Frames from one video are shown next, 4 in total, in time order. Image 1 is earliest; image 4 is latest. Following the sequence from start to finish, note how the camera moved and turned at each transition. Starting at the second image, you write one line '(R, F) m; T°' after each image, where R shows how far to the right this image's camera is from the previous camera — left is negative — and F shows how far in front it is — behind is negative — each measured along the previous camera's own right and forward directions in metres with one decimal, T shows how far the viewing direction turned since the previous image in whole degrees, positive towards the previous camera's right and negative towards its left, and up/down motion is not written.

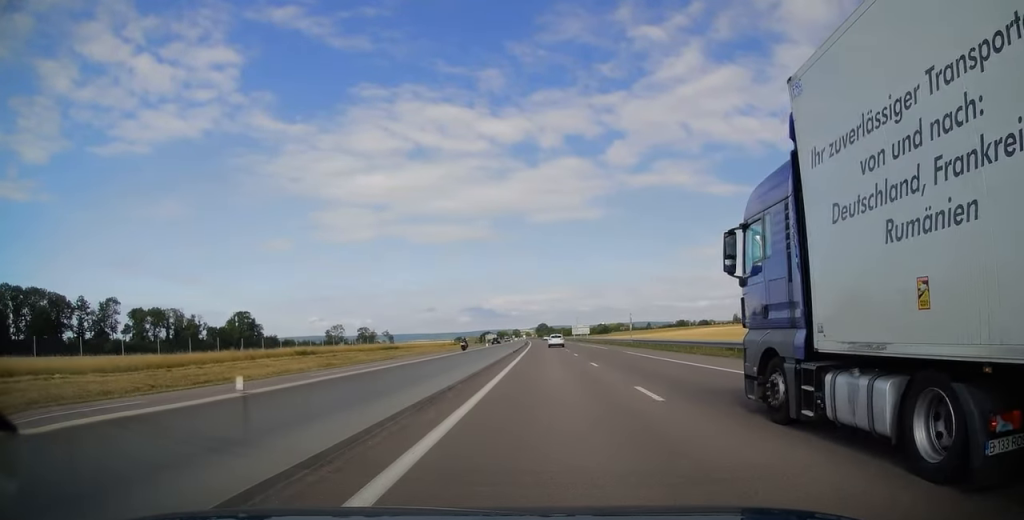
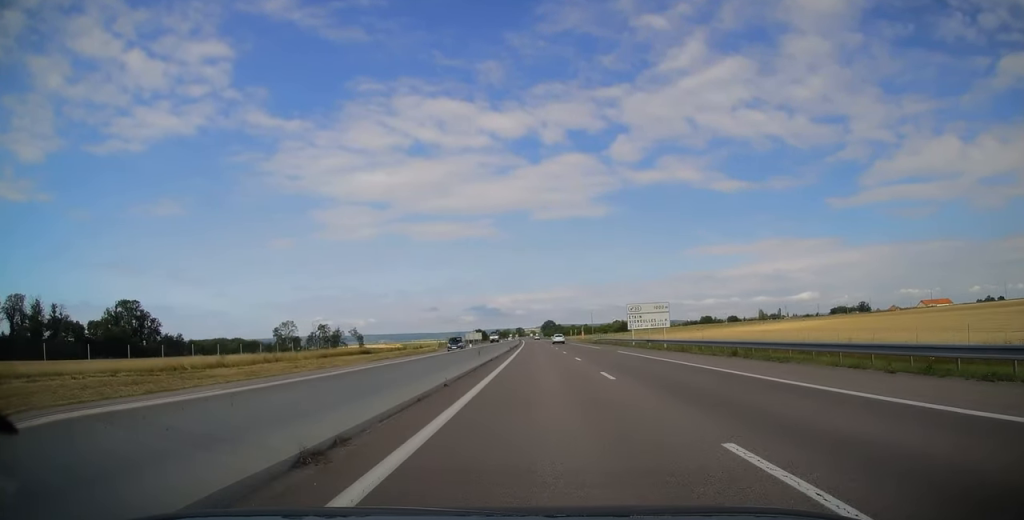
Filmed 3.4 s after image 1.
(-0.9, +100.7) m; -1°
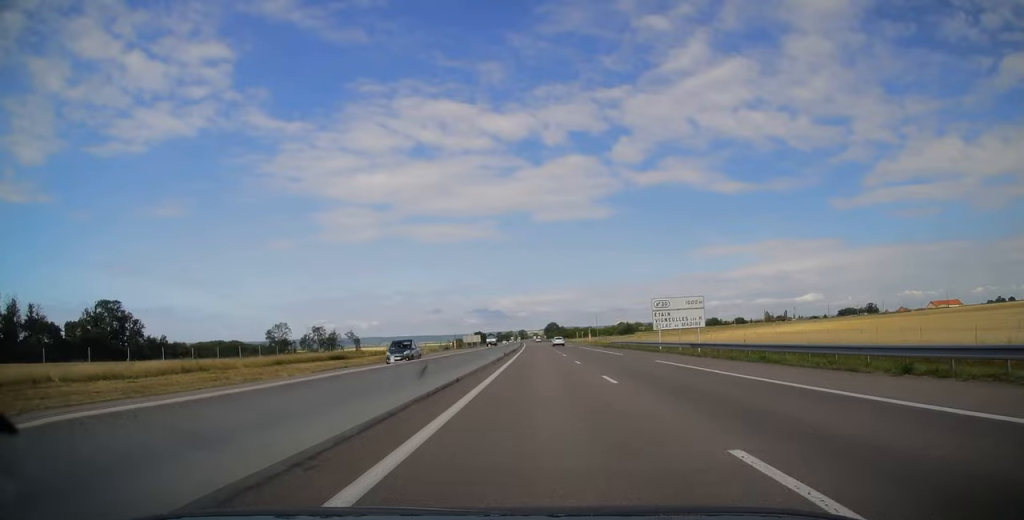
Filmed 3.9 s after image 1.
(-0.1, +13.7) m; 0°
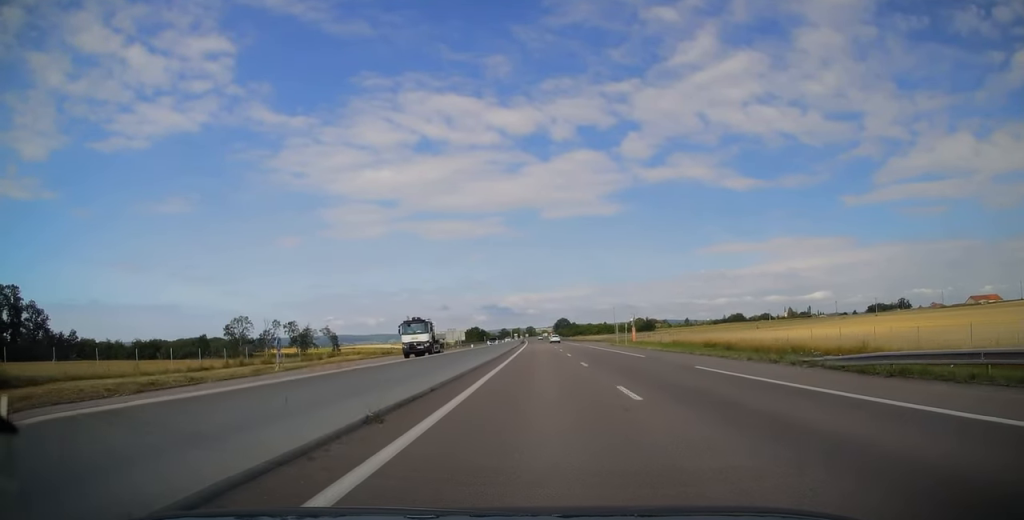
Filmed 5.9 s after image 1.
(-0.6, +57.9) m; 0°
